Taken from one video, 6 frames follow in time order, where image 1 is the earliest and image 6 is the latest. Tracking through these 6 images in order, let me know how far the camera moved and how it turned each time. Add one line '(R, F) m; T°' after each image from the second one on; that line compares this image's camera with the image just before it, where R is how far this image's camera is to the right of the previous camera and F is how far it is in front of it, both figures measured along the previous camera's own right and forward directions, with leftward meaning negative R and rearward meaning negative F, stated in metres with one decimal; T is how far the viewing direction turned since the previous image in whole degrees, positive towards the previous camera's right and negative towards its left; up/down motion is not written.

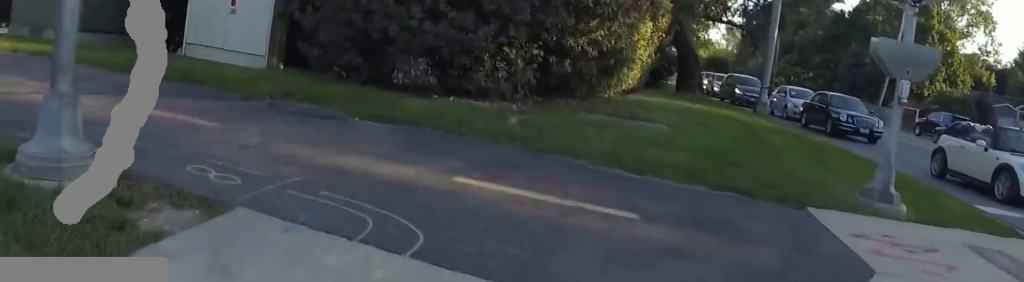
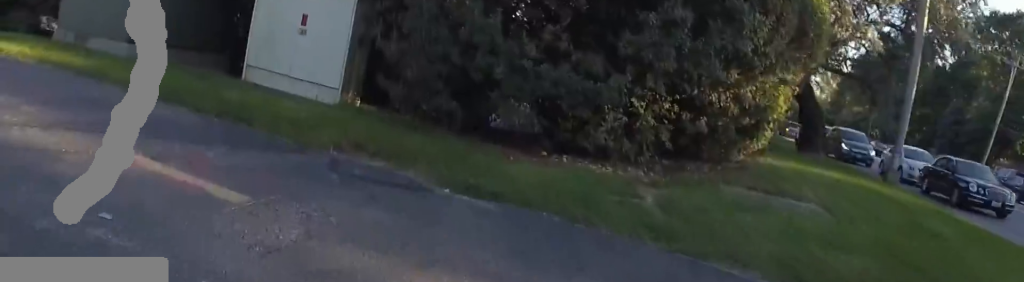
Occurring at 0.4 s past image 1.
(+0.1, +1.8) m; -11°
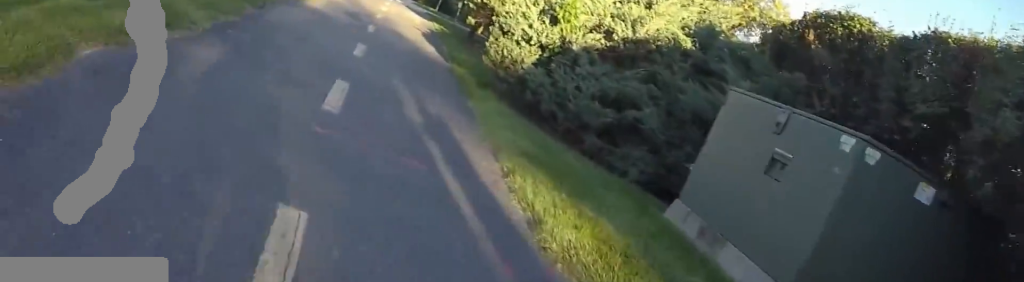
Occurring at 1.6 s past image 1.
(-1.4, +3.9) m; -25°
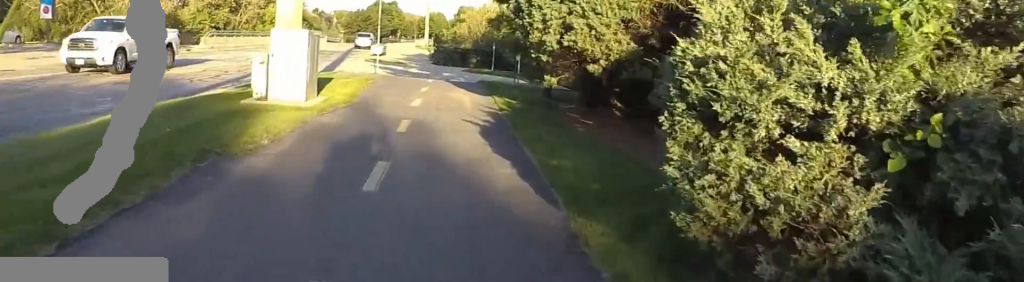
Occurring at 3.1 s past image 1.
(-0.4, +5.7) m; -17°
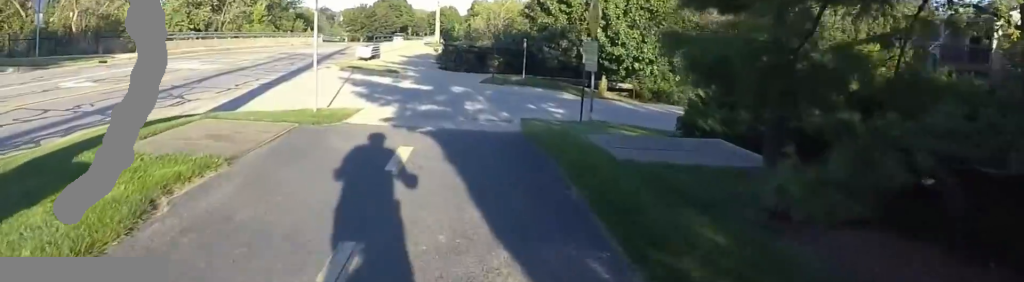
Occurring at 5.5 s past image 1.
(-4.5, +9.1) m; -32°
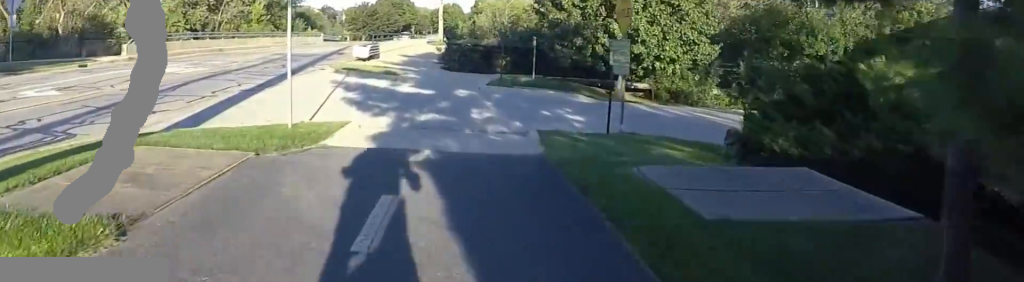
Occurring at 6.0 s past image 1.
(+0.2, +1.9) m; +5°
